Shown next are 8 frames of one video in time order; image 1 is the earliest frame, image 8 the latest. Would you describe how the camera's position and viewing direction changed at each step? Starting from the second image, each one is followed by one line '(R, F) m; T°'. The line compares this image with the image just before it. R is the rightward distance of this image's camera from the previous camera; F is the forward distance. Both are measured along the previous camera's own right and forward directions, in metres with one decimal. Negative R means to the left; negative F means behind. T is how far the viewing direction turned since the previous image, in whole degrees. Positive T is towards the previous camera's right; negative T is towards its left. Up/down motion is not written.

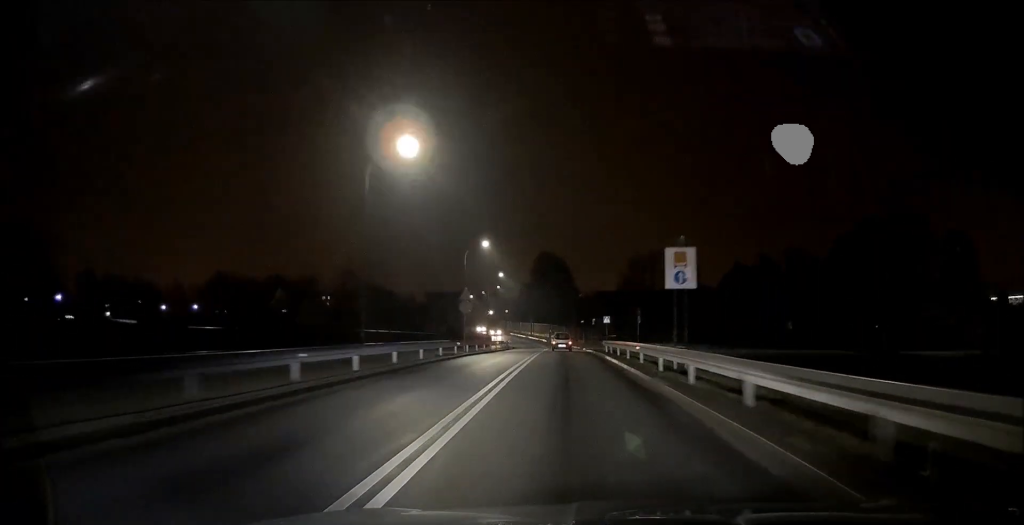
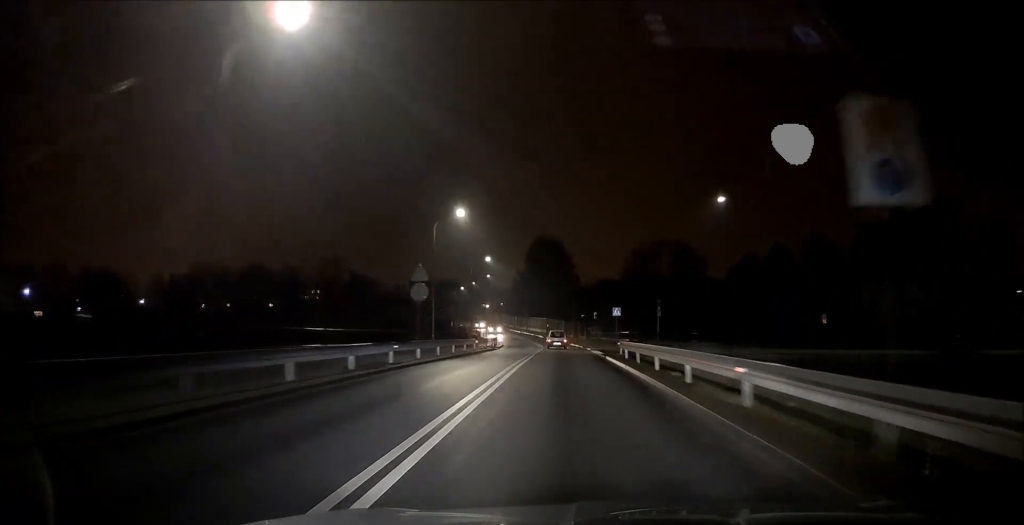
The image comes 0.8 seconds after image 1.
(+0.1, +12.3) m; 0°
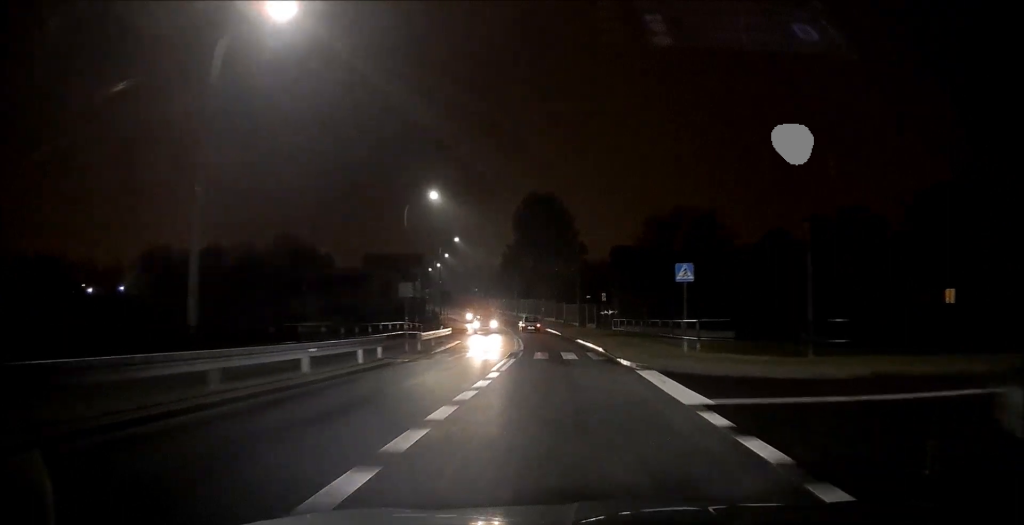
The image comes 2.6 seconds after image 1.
(0.0, +26.1) m; 0°
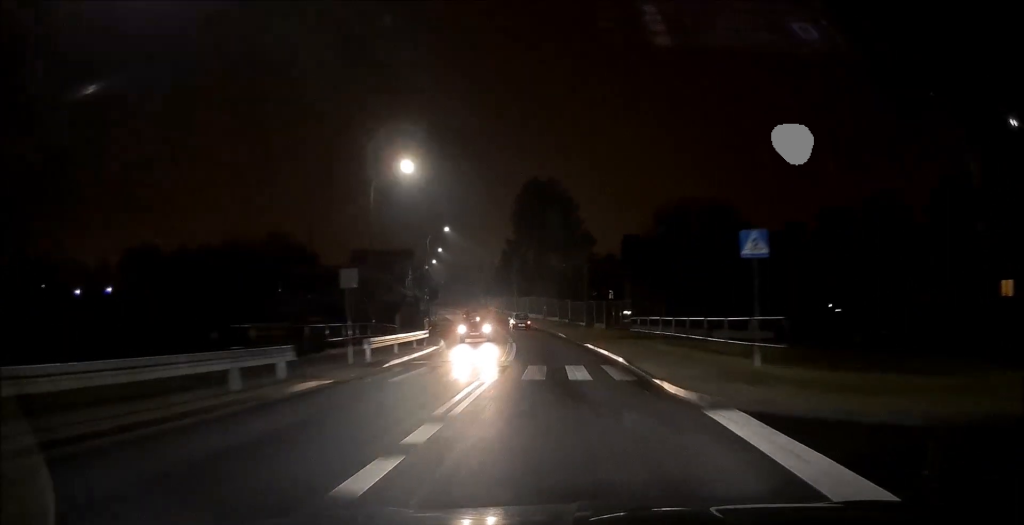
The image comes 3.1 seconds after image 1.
(0.0, +6.3) m; 0°
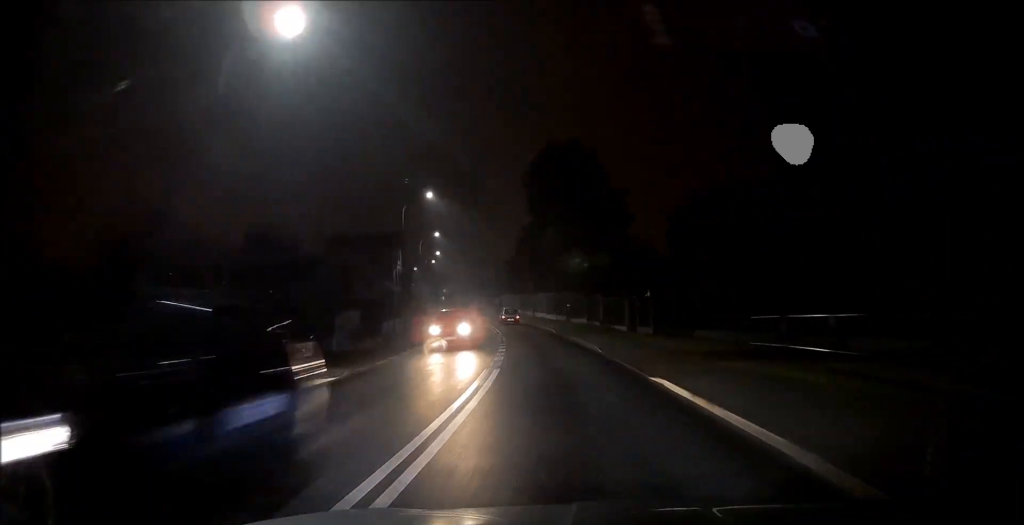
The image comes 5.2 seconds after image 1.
(-0.1, +23.2) m; -1°
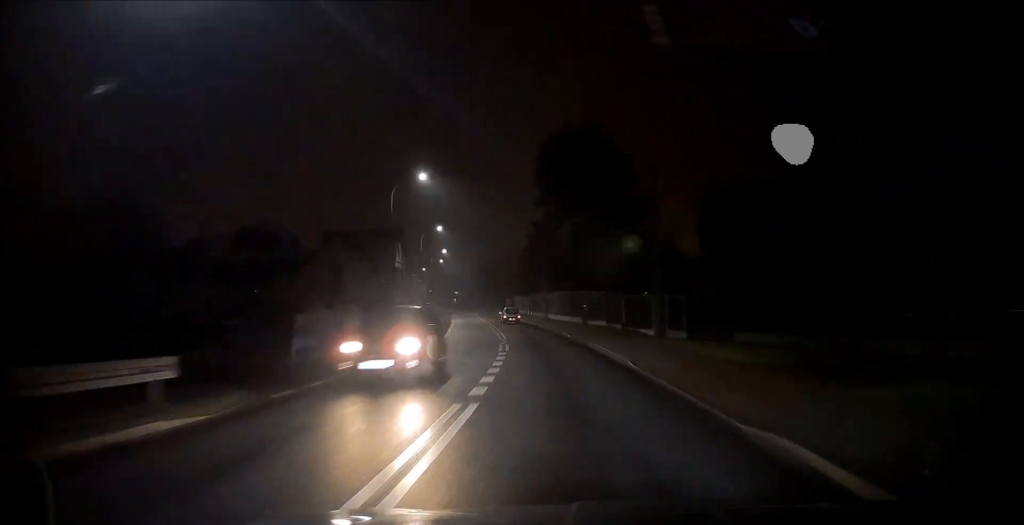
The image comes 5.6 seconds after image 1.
(0.0, +4.5) m; -1°
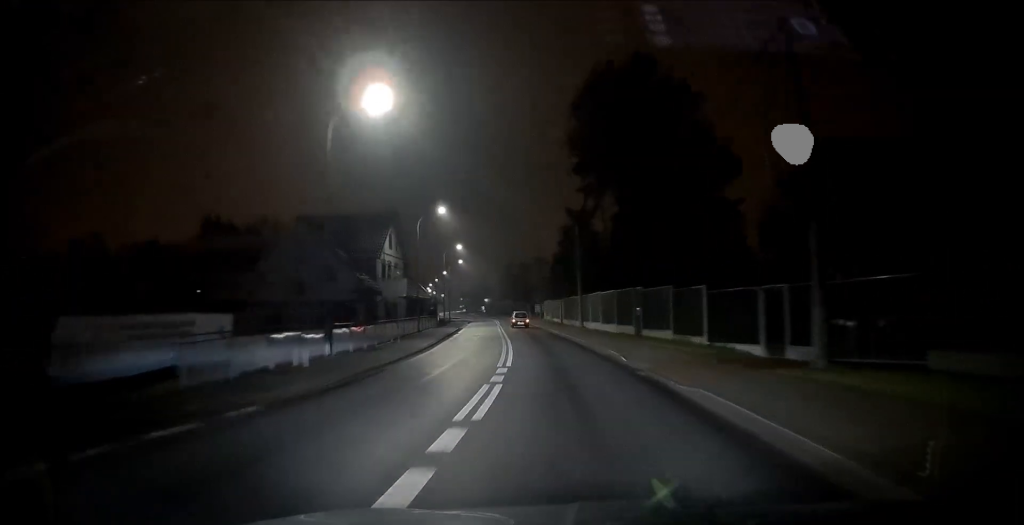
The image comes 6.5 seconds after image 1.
(-0.1, +11.7) m; -2°
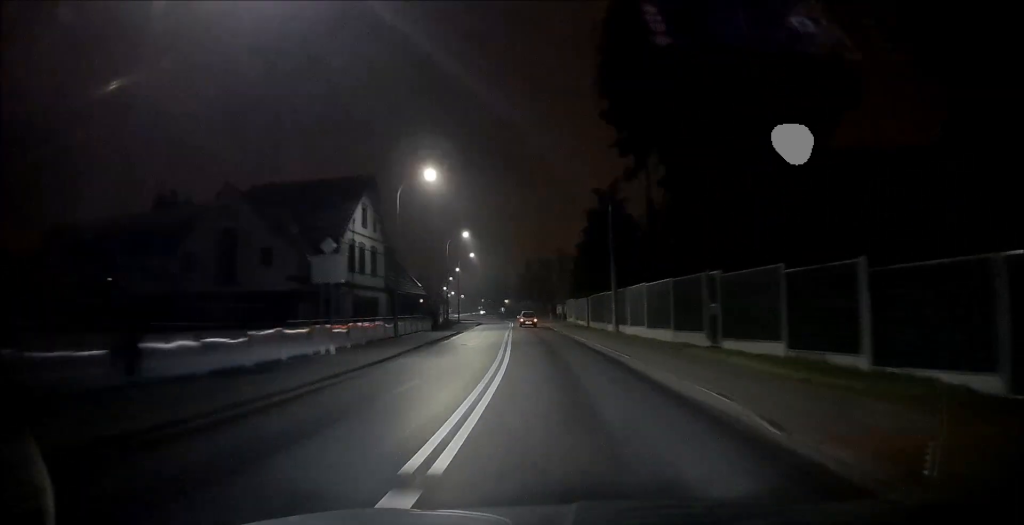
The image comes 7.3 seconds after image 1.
(-0.3, +10.7) m; -3°
